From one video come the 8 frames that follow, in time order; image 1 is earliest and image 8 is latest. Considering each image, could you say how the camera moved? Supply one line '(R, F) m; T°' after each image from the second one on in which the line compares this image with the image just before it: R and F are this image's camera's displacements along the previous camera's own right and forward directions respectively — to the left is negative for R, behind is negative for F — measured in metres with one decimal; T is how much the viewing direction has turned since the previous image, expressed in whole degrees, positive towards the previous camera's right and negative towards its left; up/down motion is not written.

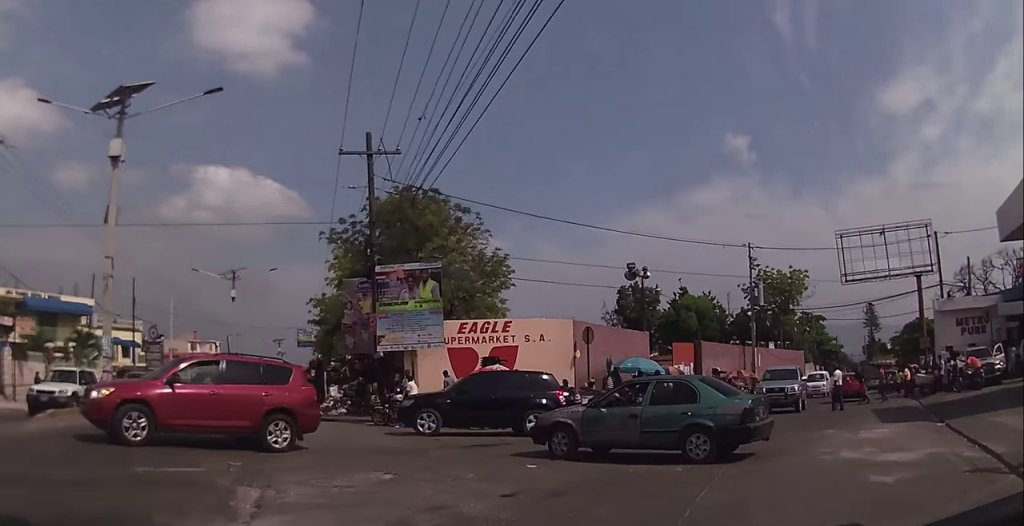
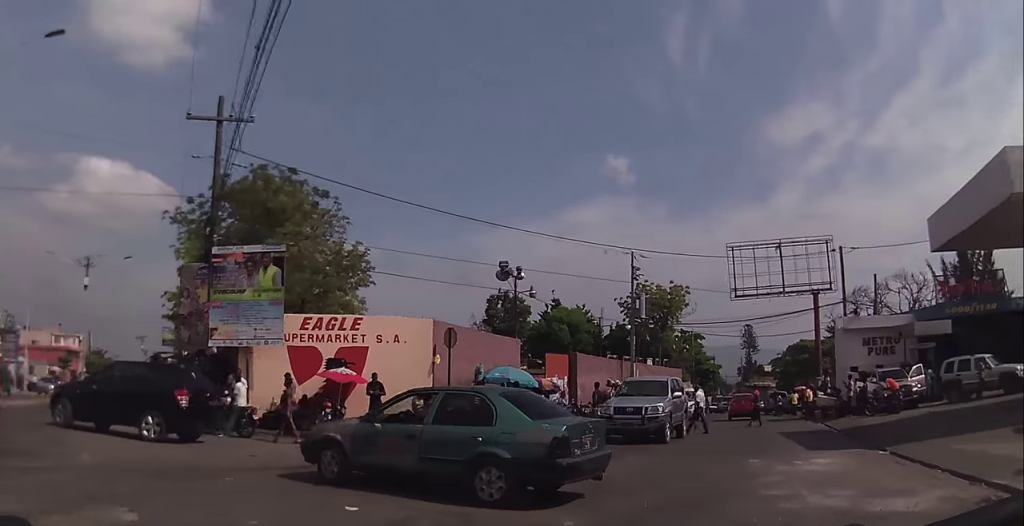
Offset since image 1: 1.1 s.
(+0.7, +3.4) m; +18°
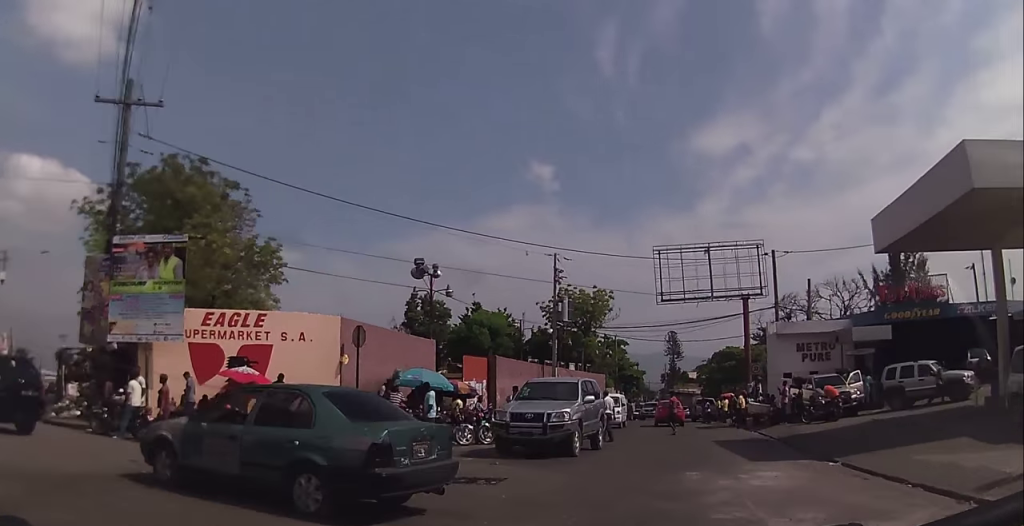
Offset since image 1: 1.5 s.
(+0.1, +1.4) m; +2°
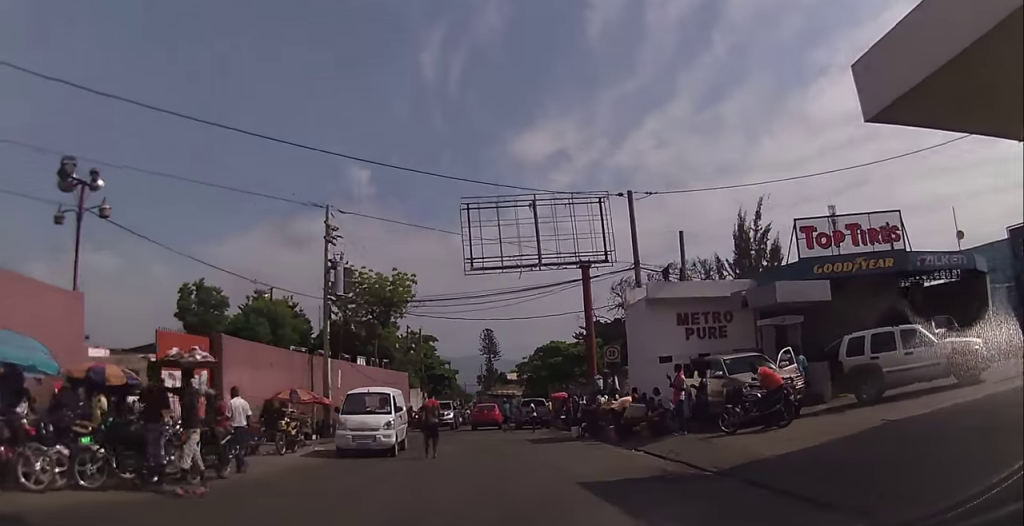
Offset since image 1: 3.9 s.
(+0.8, +10.7) m; +6°
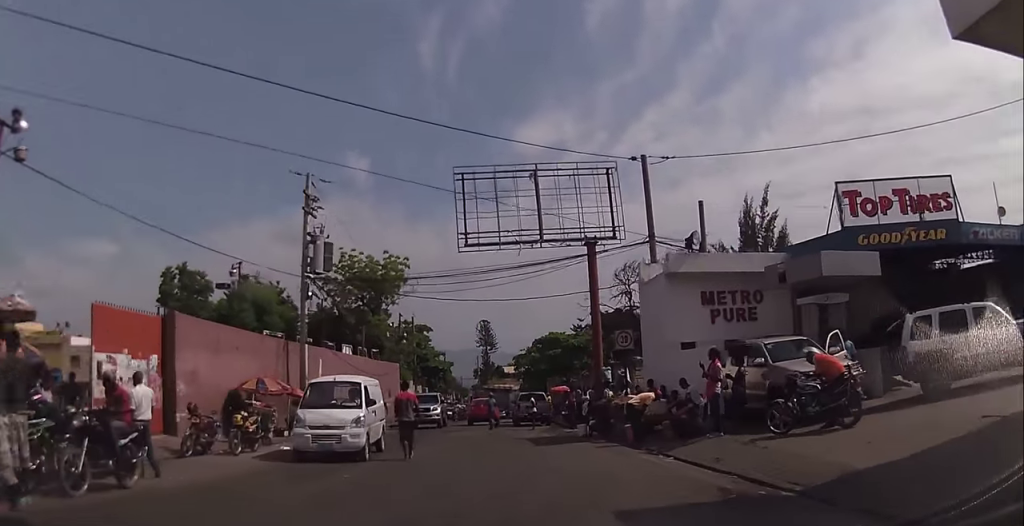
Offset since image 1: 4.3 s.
(0.0, +3.0) m; 0°
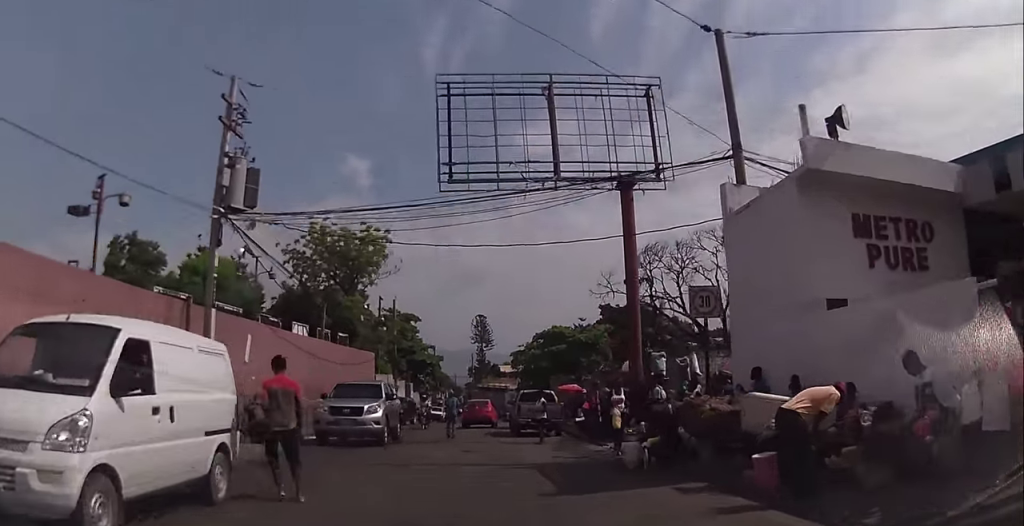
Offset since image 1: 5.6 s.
(-0.2, +9.1) m; +2°
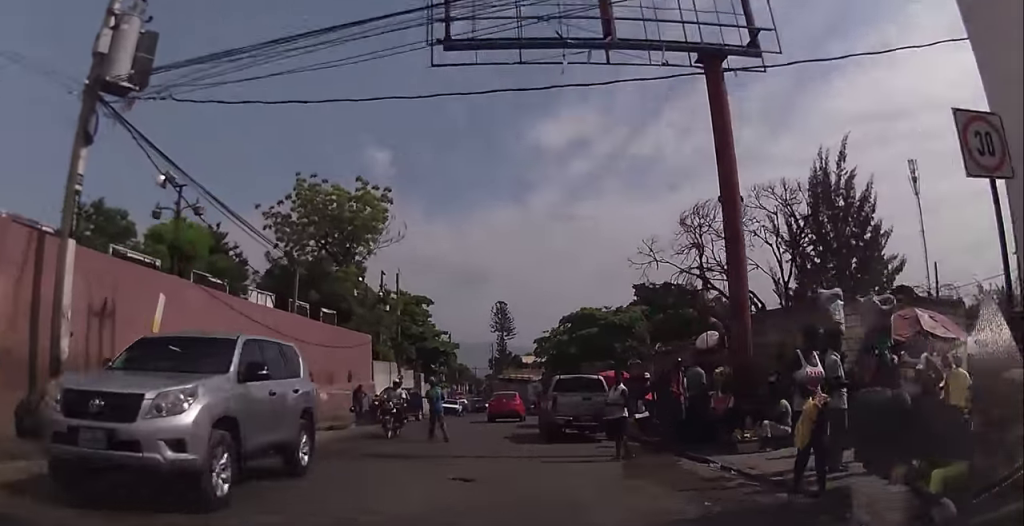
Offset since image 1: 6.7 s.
(+0.4, +7.8) m; +3°
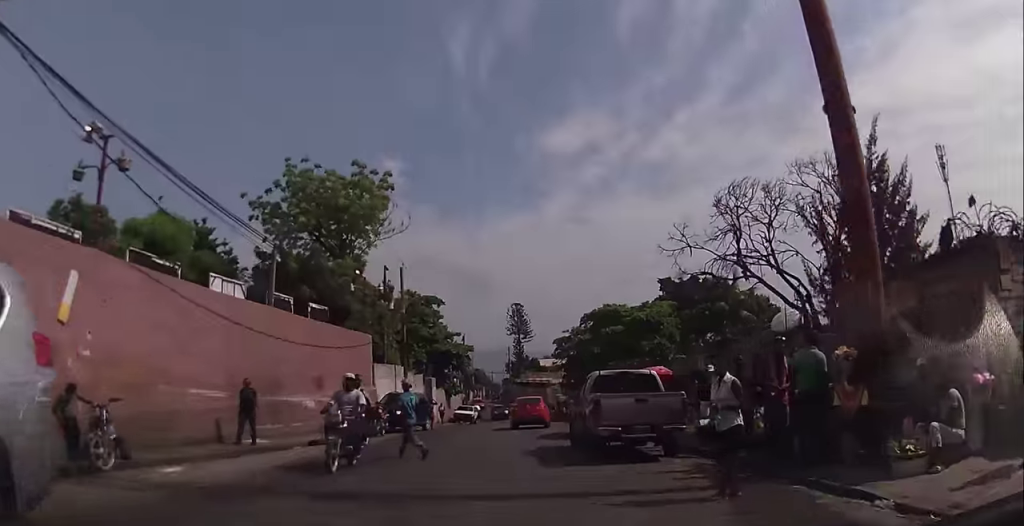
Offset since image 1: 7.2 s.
(+0.1, +4.5) m; -1°
